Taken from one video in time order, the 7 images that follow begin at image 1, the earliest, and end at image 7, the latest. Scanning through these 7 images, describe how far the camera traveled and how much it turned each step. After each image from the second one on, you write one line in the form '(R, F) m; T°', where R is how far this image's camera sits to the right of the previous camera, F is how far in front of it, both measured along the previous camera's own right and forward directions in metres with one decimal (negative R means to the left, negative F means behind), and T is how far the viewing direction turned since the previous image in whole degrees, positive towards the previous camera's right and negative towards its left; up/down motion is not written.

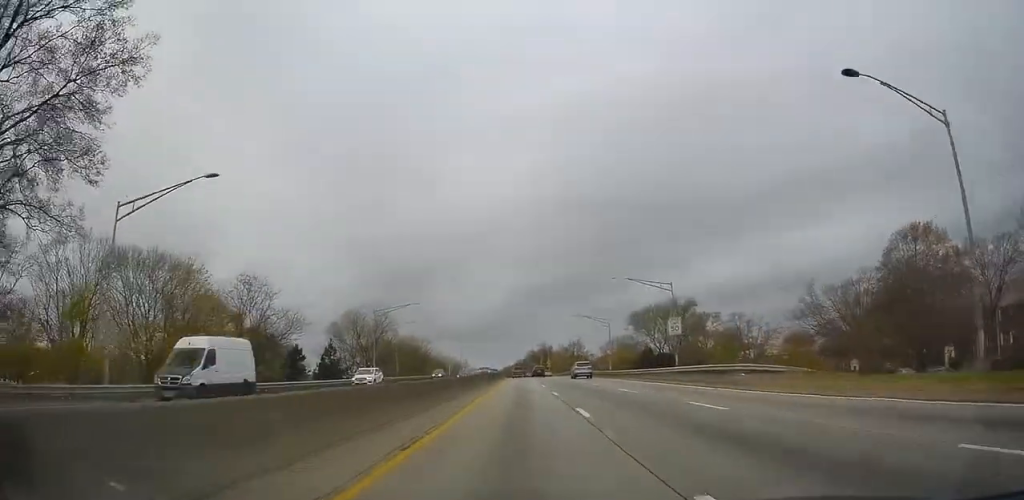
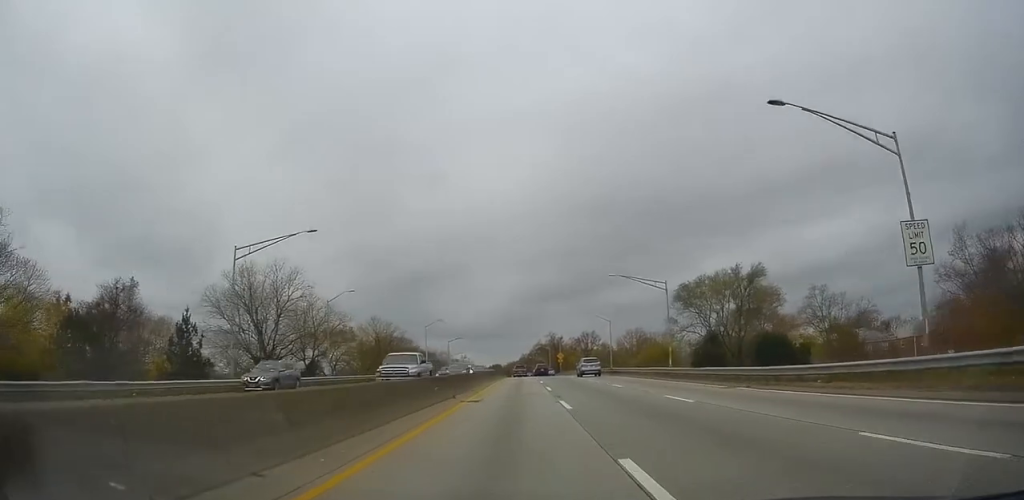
(0.0, +34.5) m; 0°
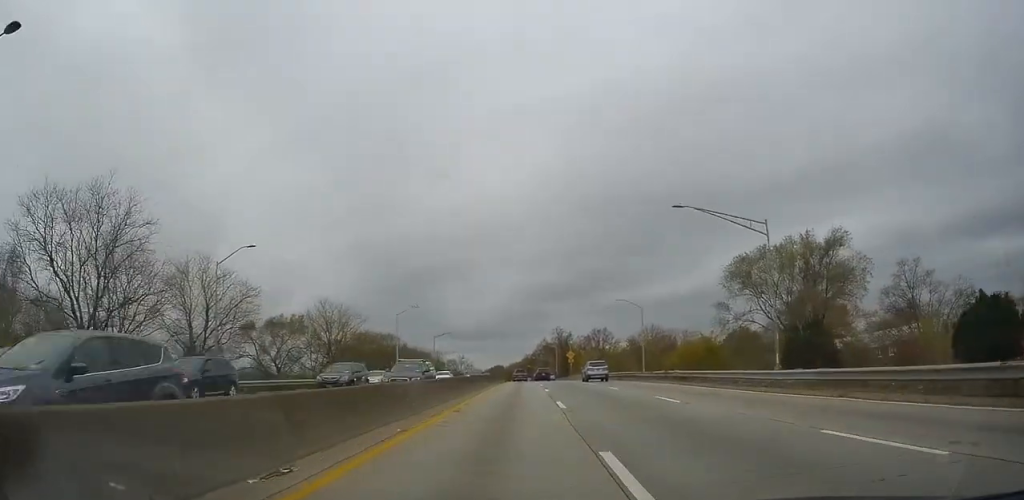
(+0.1, +23.8) m; 0°
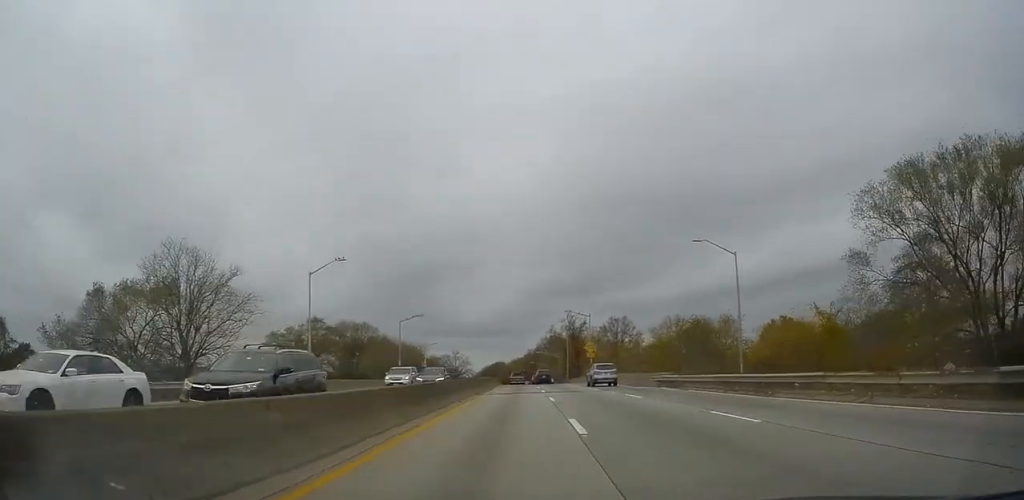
(0.0, +31.6) m; 0°
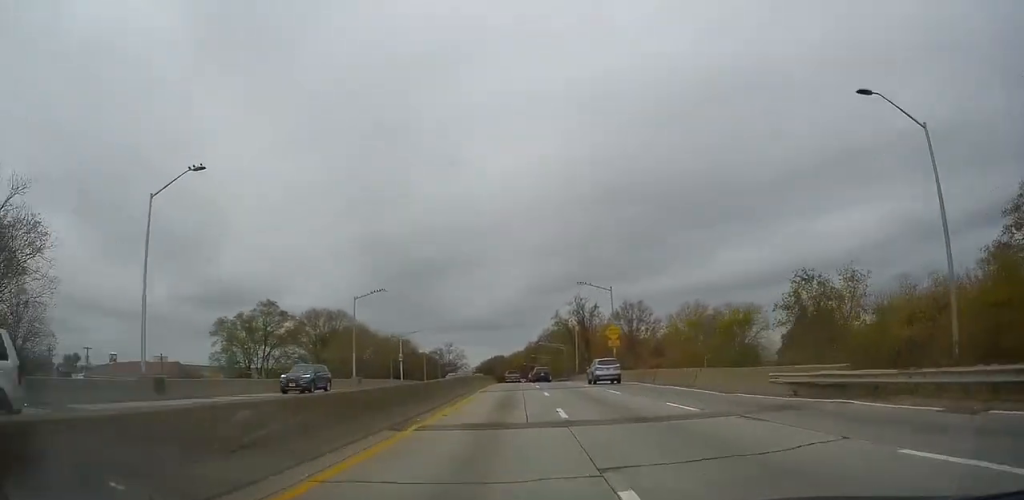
(-0.1, +21.1) m; 0°
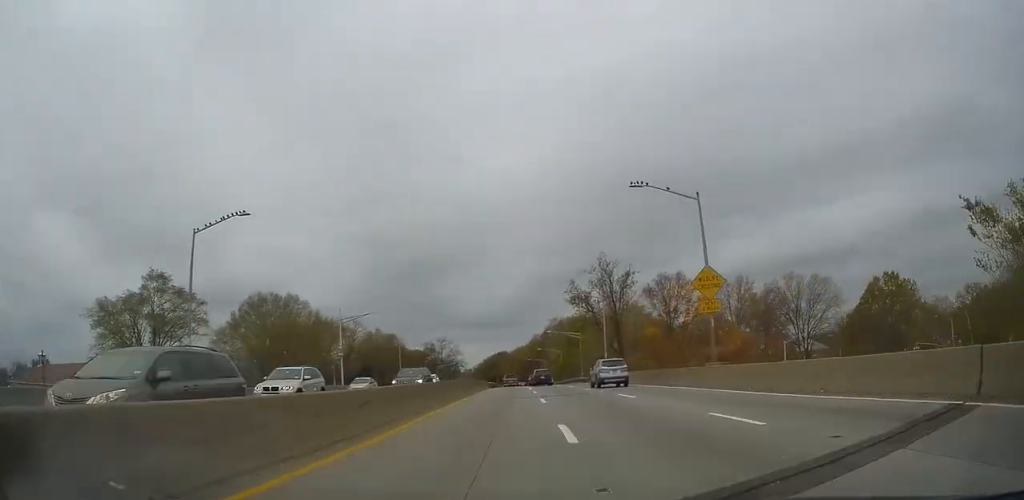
(-0.1, +30.7) m; -1°
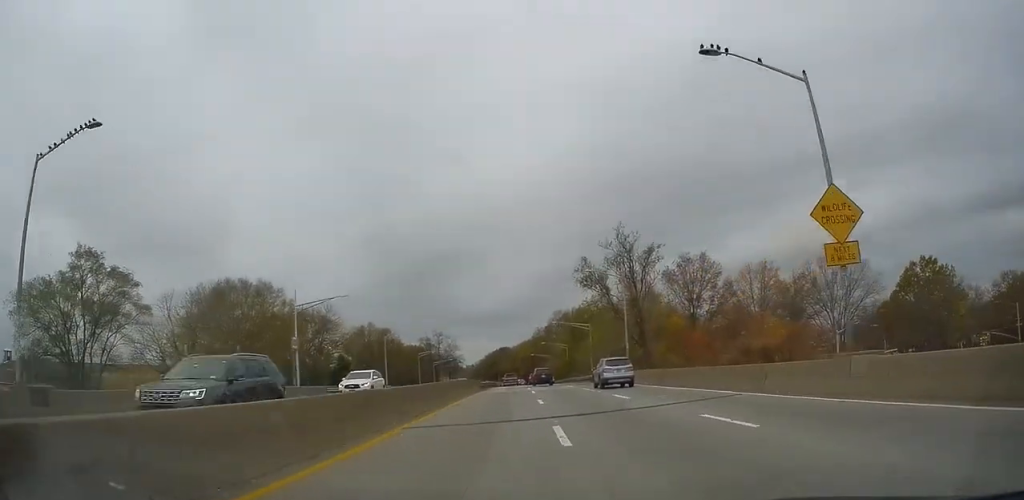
(0.0, +12.3) m; 0°
